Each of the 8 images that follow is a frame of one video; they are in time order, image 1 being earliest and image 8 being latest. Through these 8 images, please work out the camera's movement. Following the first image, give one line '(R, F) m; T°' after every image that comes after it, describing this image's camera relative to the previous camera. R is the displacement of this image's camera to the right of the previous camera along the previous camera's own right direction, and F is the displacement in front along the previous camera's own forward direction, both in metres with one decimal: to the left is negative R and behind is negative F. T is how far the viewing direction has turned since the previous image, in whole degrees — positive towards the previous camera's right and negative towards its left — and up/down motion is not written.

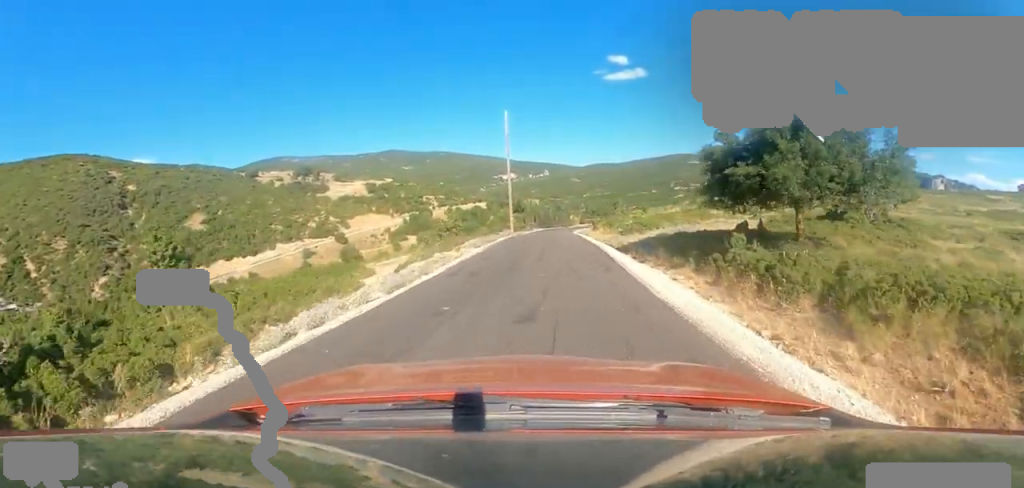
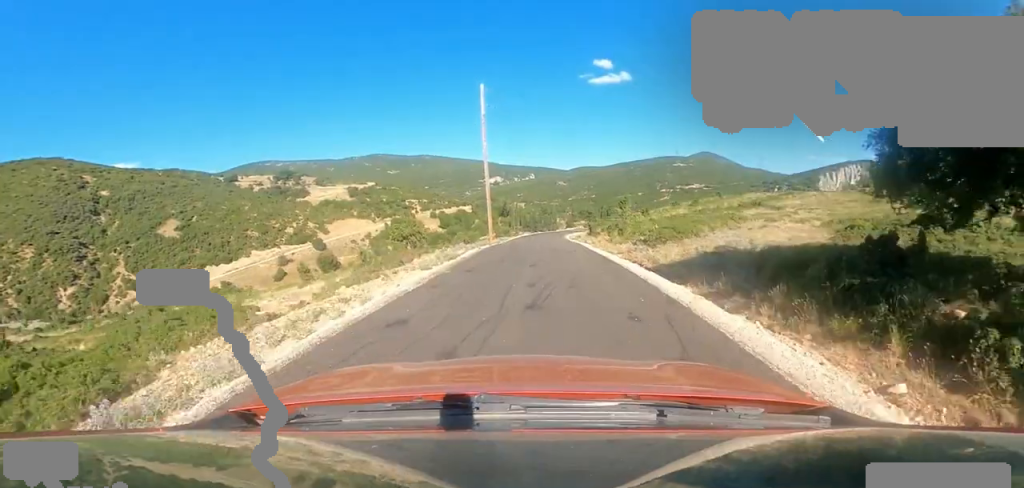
(+0.4, +6.8) m; +7°
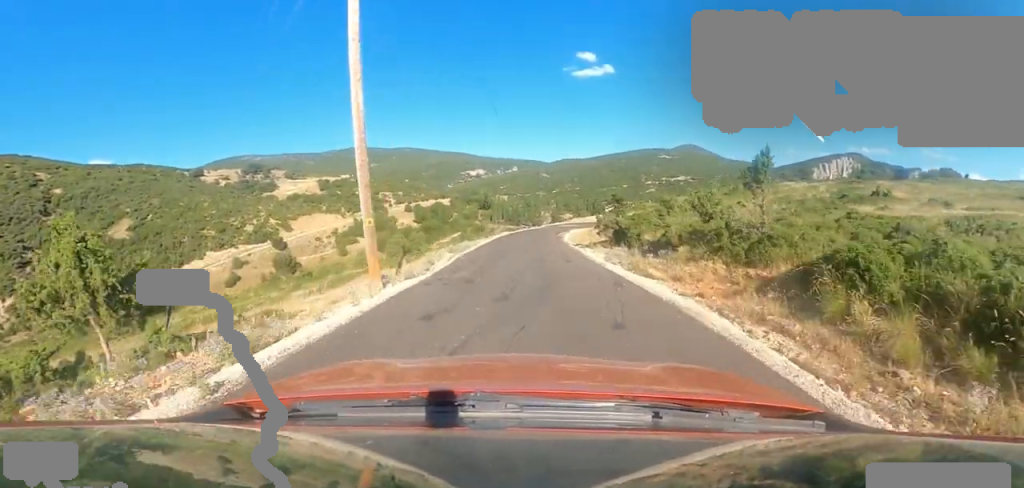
(+2.1, +16.1) m; +4°
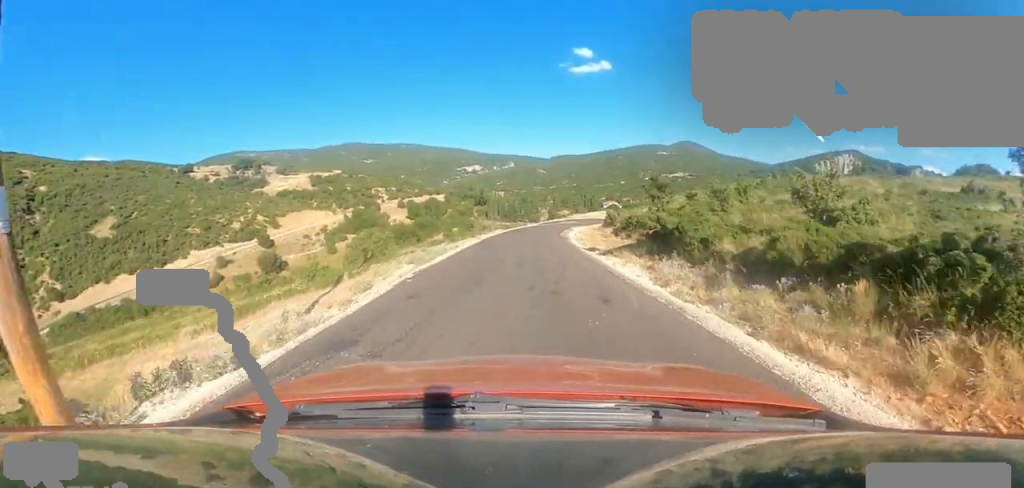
(-0.7, +6.3) m; +1°
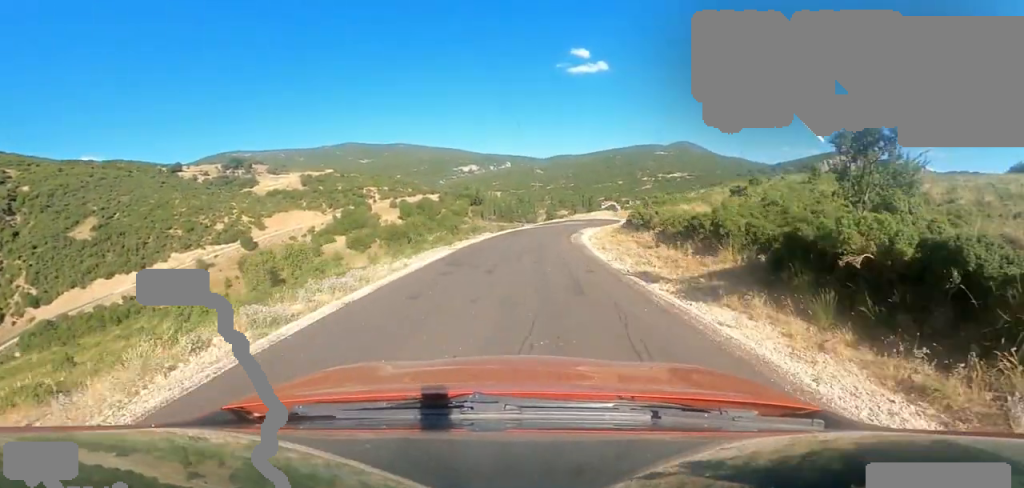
(-0.4, +8.4) m; +1°
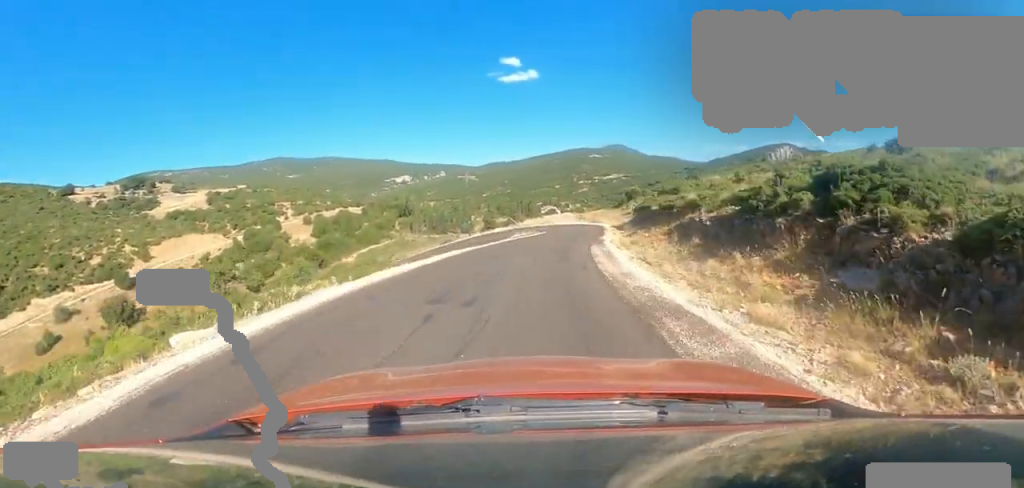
(+0.2, +24.3) m; +4°
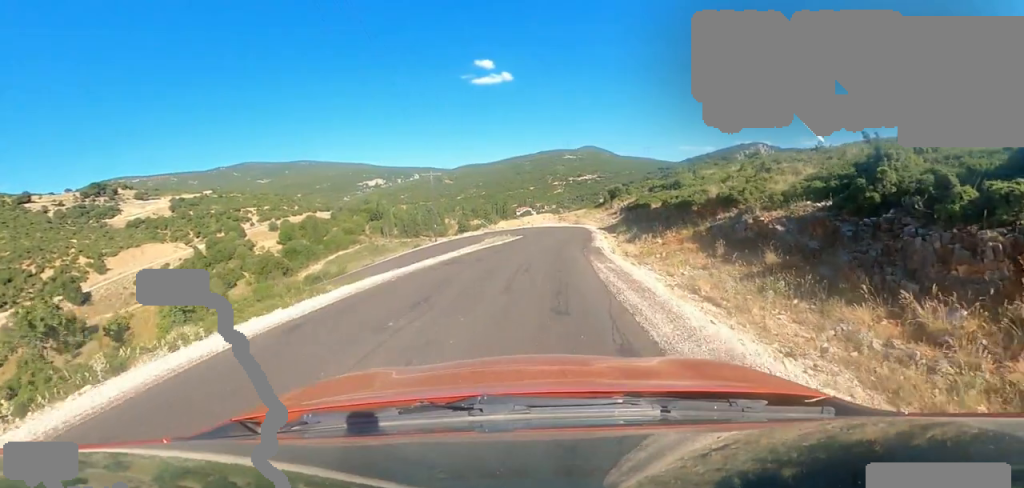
(+0.6, +5.7) m; +7°
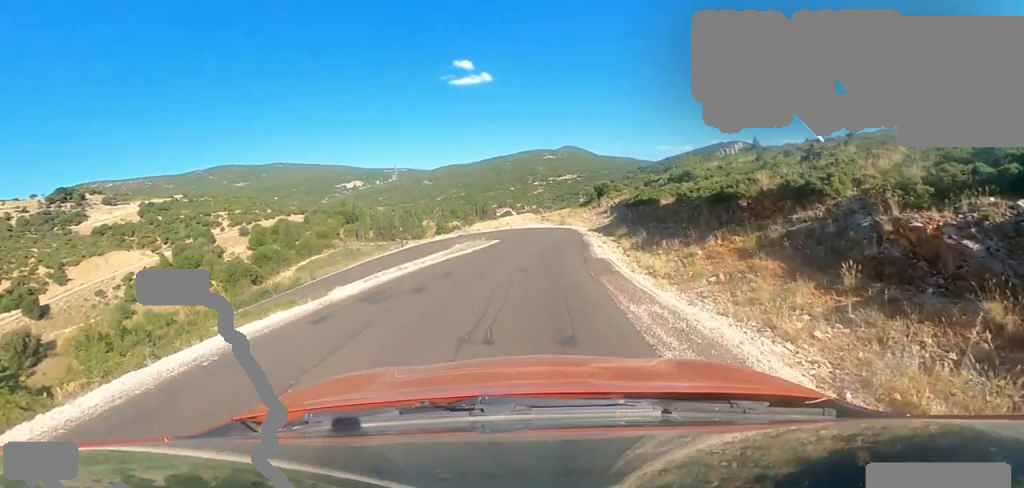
(+0.3, +5.2) m; +4°
